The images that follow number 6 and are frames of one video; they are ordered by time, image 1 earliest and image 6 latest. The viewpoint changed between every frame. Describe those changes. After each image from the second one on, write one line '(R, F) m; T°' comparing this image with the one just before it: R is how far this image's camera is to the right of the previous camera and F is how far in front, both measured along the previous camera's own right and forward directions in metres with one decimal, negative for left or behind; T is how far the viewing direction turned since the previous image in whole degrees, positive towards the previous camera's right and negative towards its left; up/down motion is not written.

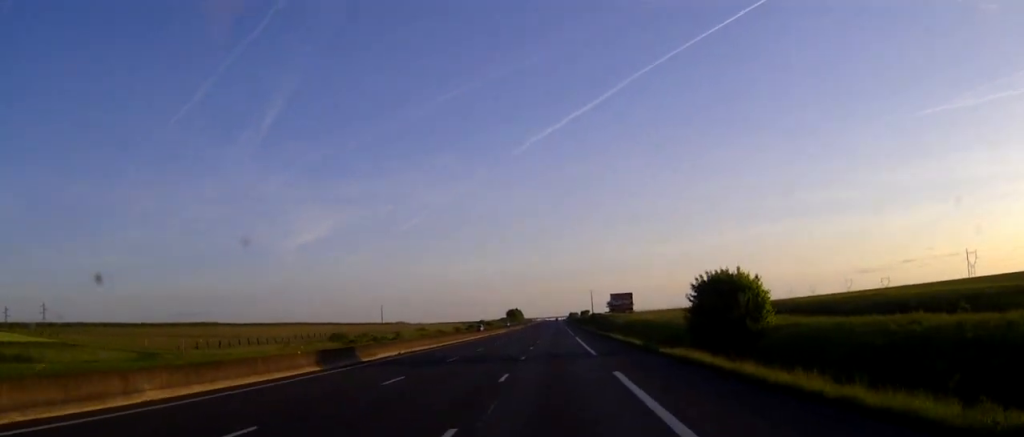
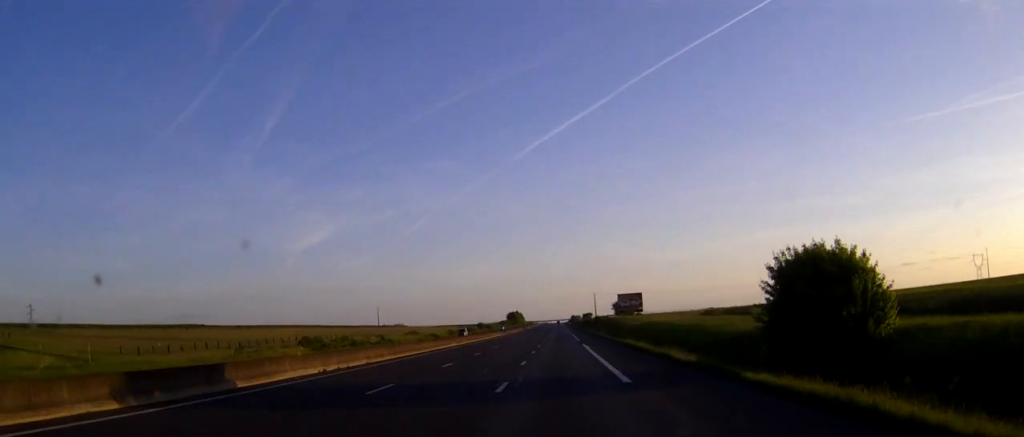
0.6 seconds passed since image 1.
(0.0, +15.6) m; 0°
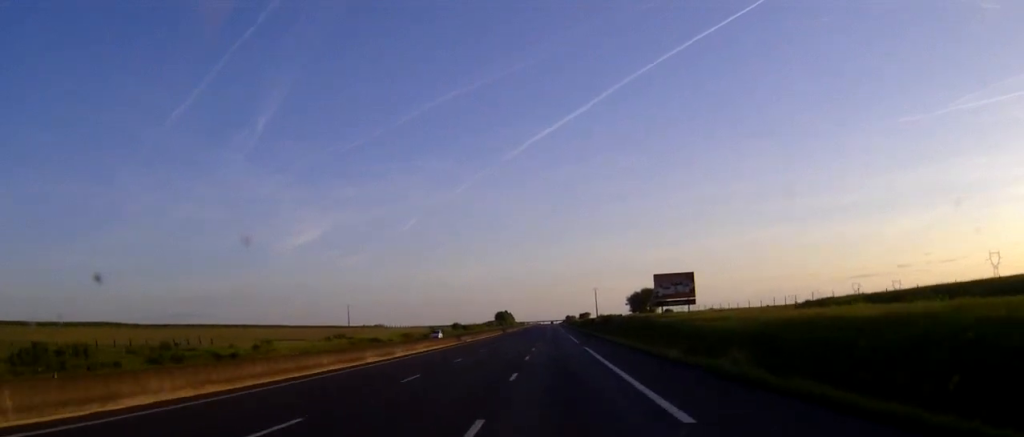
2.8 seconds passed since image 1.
(+0.1, +61.3) m; 0°
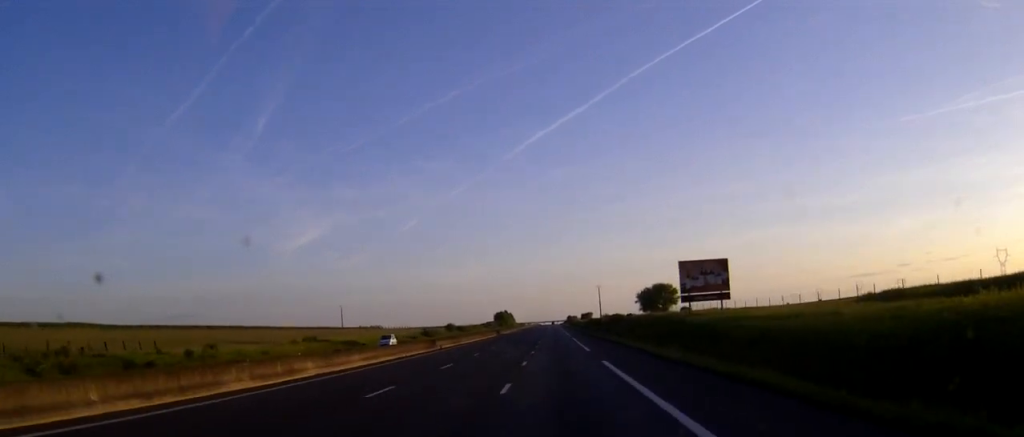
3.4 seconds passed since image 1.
(0.0, +17.3) m; 0°
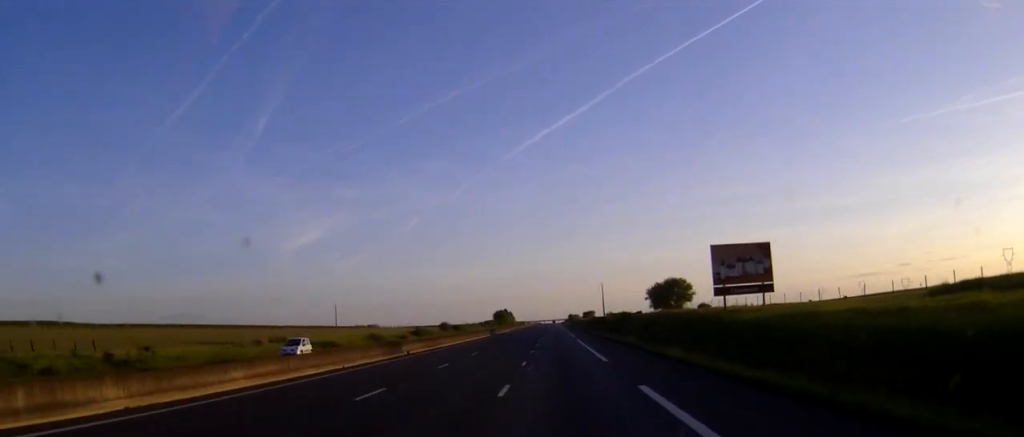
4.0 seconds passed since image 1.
(0.0, +14.6) m; 0°
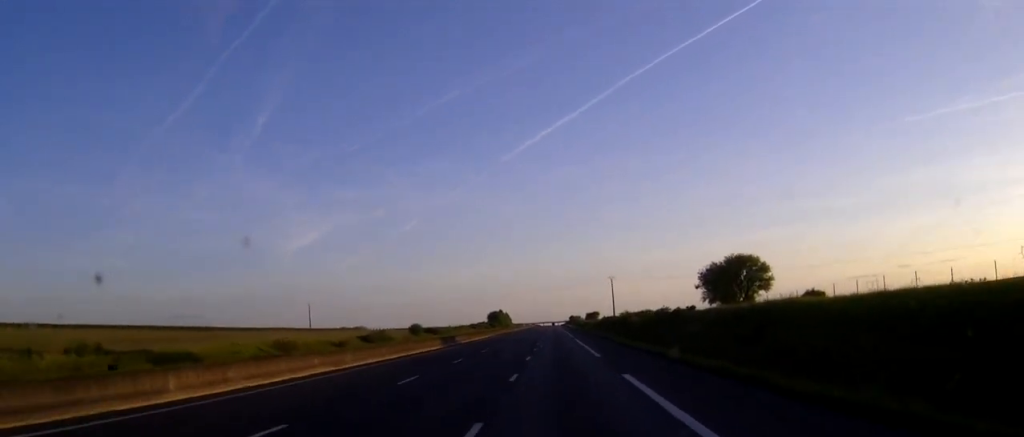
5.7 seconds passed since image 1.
(-0.1, +47.5) m; 0°
